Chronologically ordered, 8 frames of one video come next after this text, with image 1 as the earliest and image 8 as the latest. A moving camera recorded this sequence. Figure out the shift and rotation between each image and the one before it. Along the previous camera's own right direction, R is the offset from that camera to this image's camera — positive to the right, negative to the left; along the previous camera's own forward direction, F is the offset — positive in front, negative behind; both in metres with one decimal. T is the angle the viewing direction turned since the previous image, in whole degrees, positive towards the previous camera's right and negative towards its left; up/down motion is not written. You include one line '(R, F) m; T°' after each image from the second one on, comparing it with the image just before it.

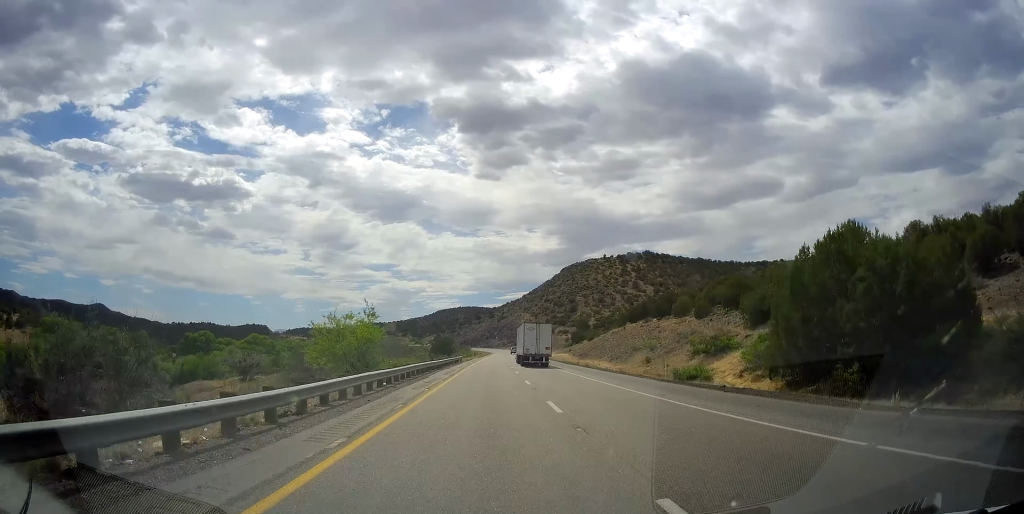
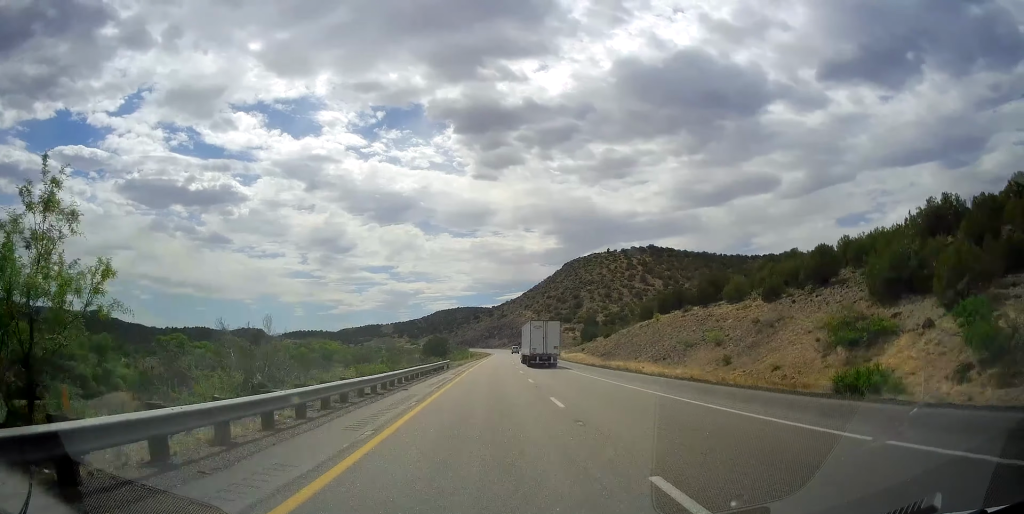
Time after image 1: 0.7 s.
(-0.2, +23.1) m; 0°
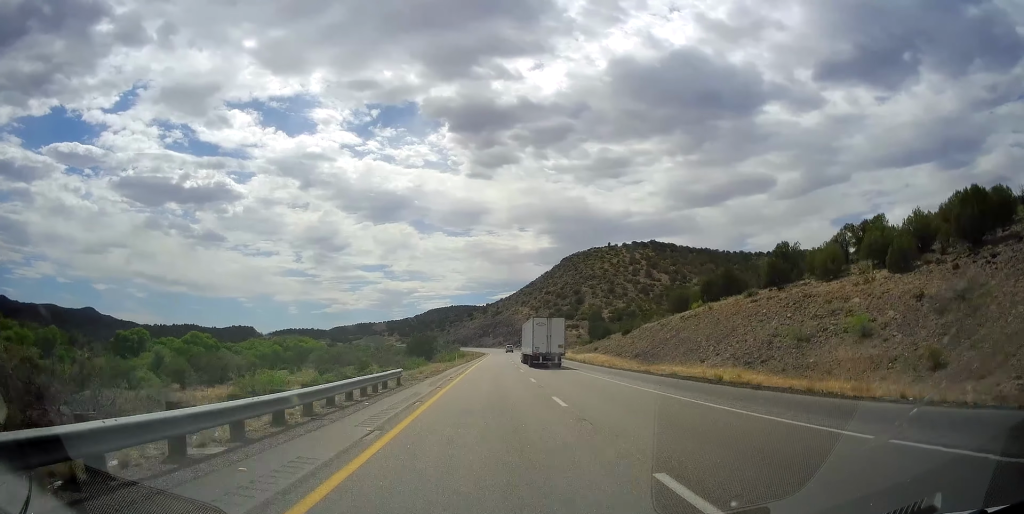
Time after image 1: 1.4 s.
(-0.1, +24.3) m; +1°
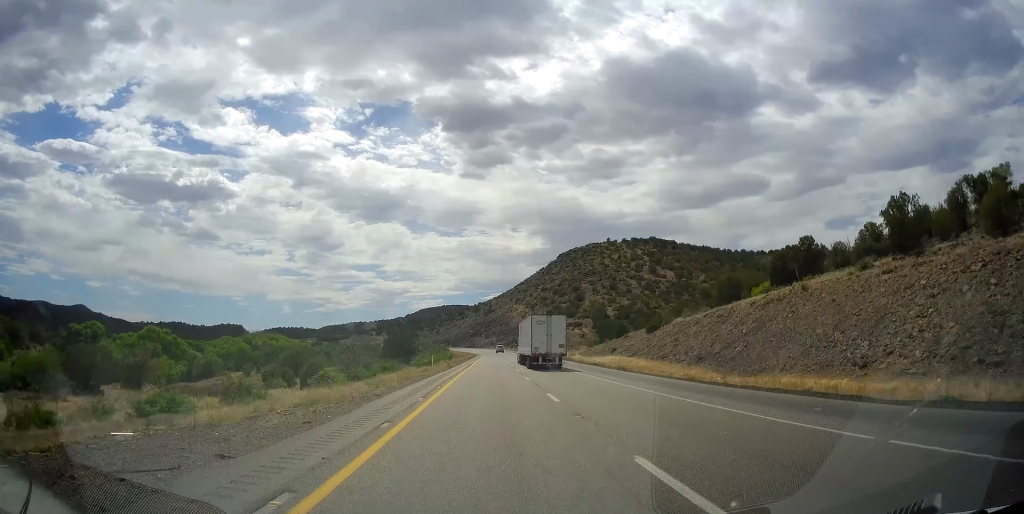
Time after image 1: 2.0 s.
(+0.6, +23.1) m; +1°
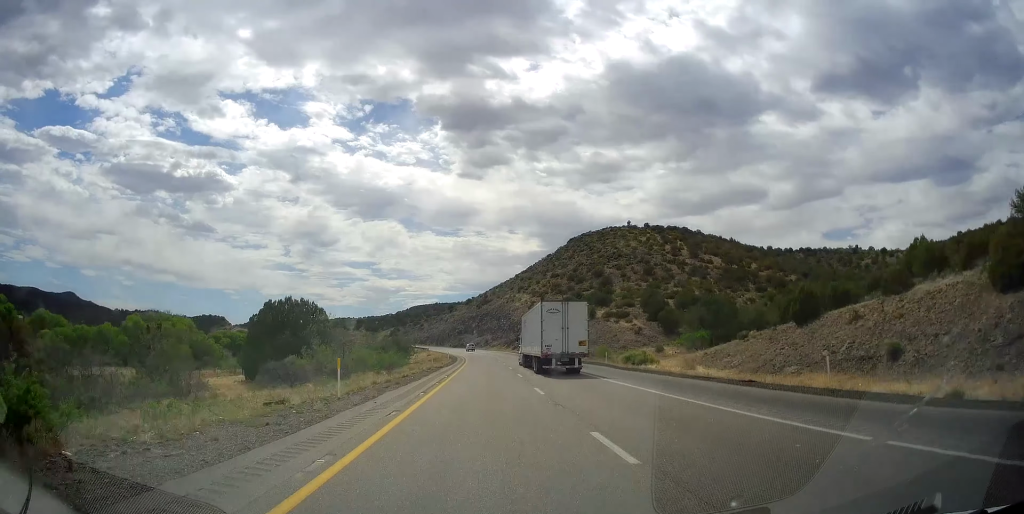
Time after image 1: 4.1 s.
(+0.2, +70.6) m; 0°
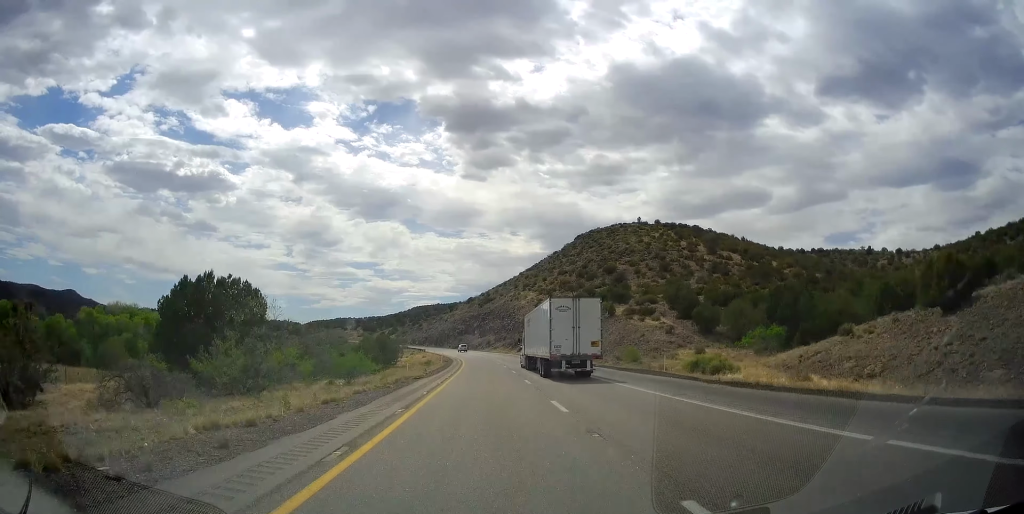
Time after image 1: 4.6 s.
(0.0, +17.4) m; 0°
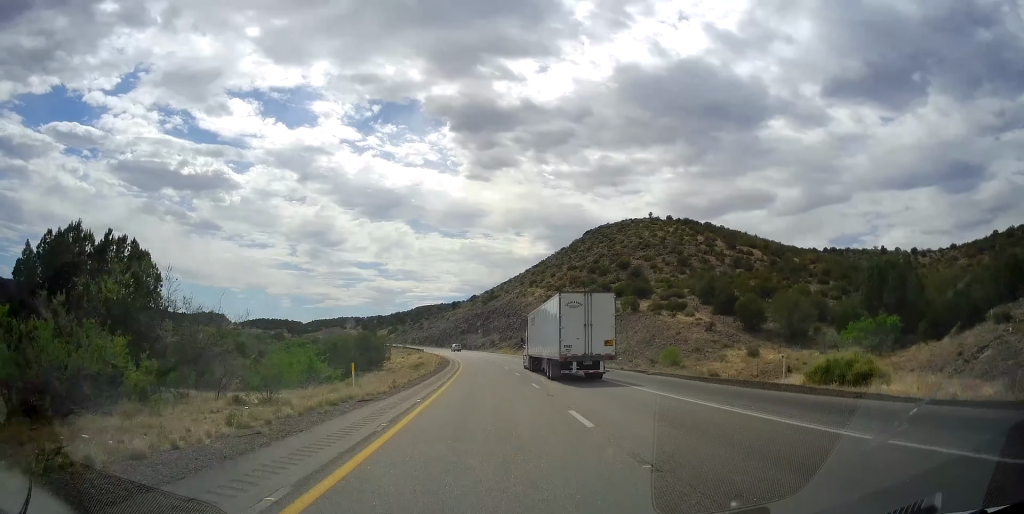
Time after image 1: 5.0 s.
(0.0, +15.0) m; 0°
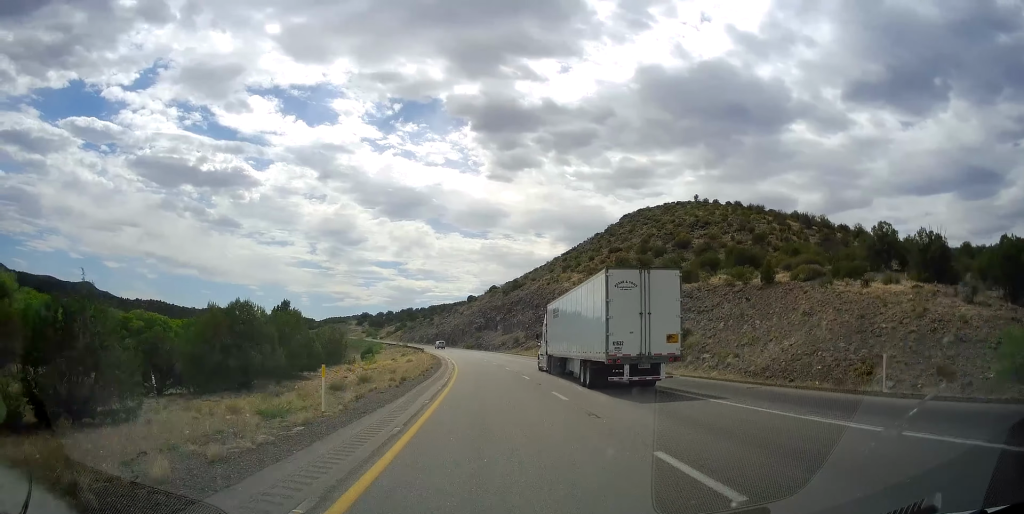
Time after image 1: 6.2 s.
(0.0, +42.6) m; -1°
